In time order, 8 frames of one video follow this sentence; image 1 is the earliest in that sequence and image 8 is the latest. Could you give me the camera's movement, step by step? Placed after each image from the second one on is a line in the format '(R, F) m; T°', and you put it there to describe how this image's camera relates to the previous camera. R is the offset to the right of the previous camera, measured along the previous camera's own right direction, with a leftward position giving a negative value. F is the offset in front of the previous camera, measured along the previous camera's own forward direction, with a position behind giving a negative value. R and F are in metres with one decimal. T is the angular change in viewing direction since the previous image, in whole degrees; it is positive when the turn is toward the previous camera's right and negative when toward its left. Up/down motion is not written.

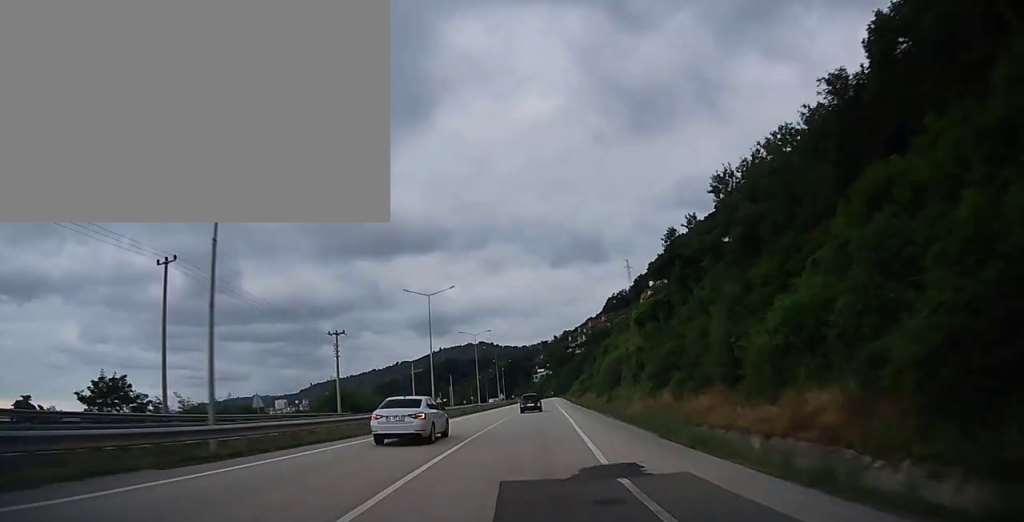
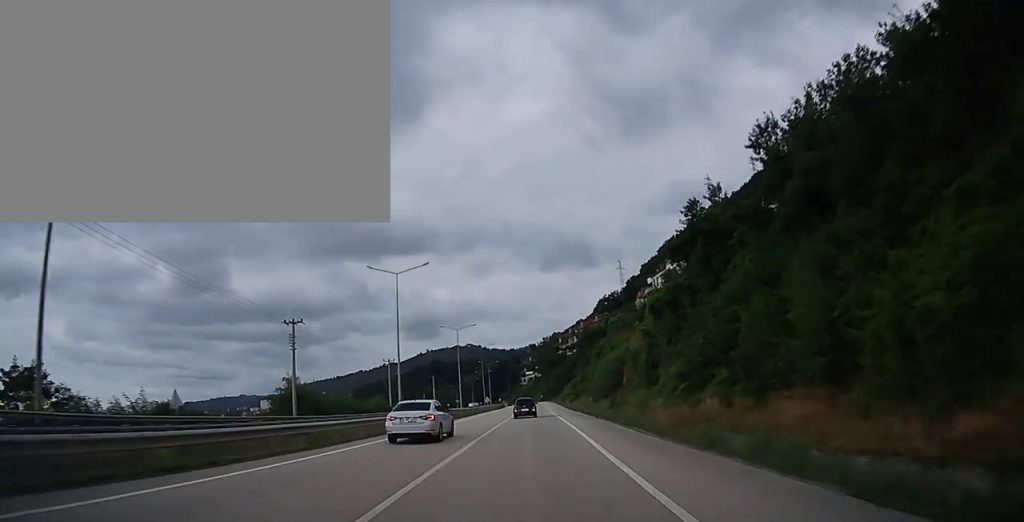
(+0.2, +10.3) m; +2°
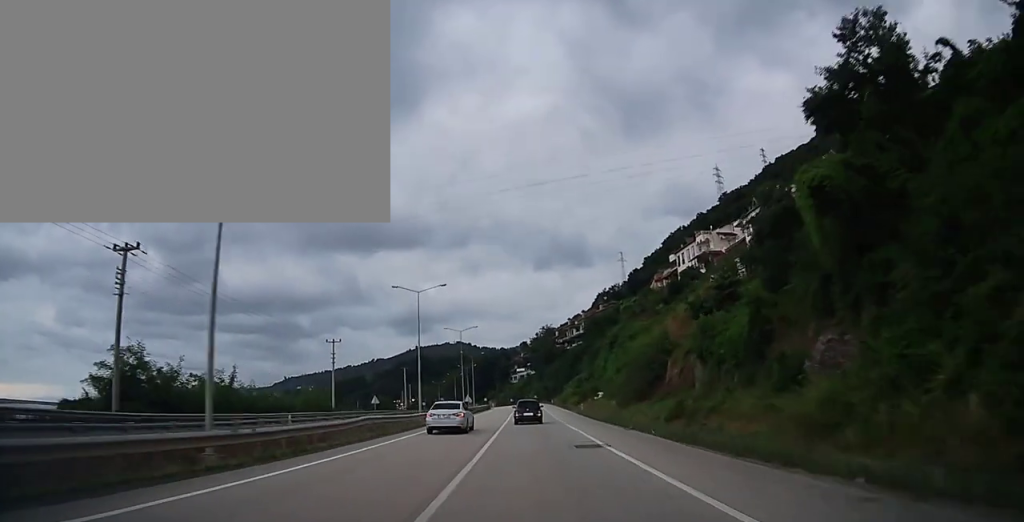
(+0.7, +26.4) m; +2°
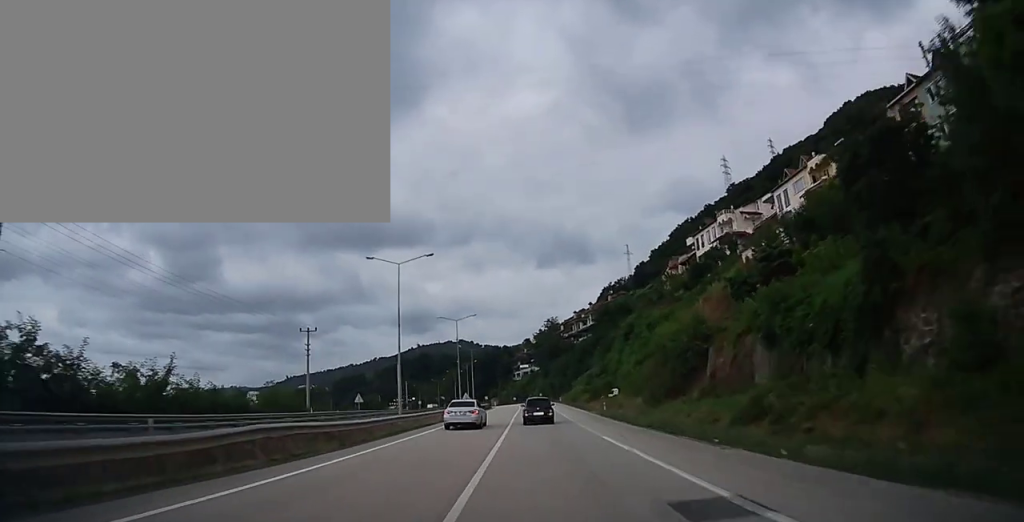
(+0.1, +10.2) m; 0°
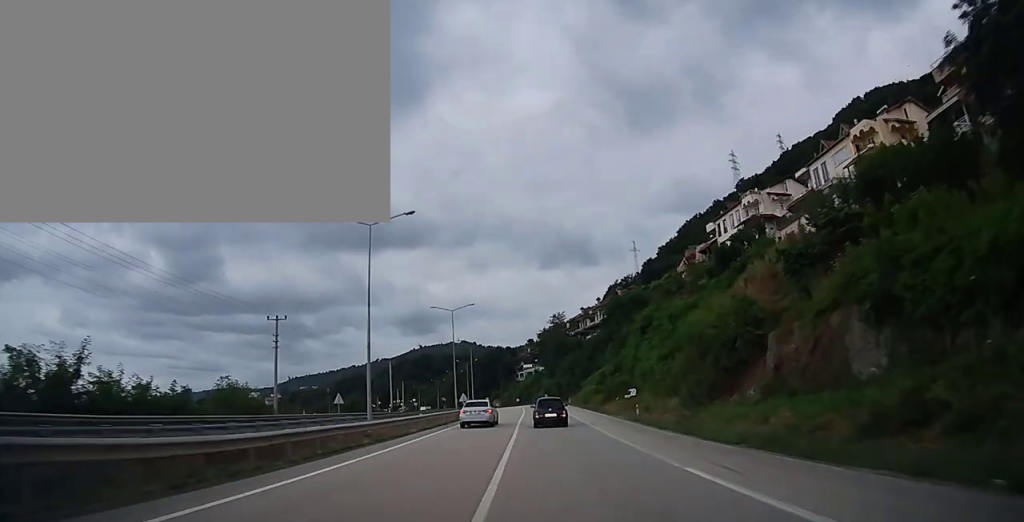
(0.0, +9.5) m; 0°
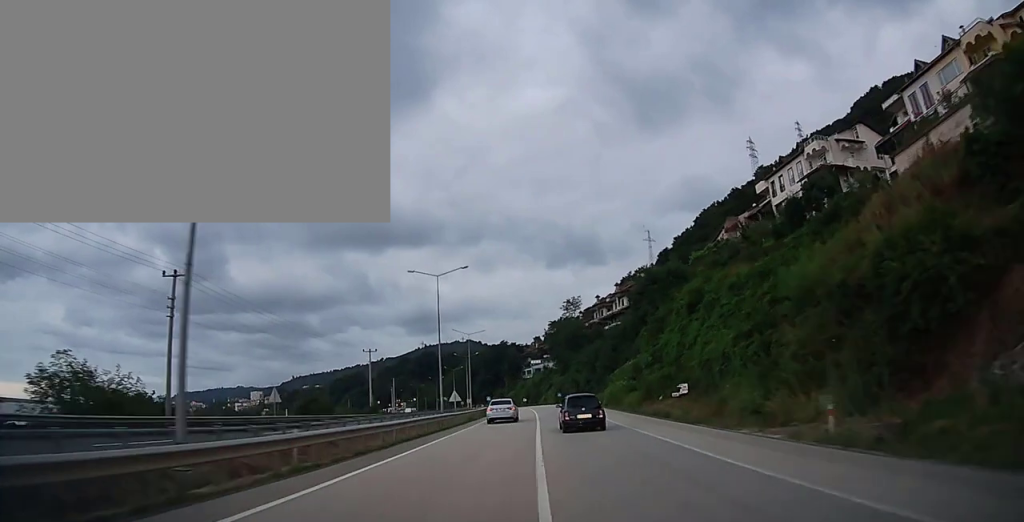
(0.0, +18.2) m; 0°
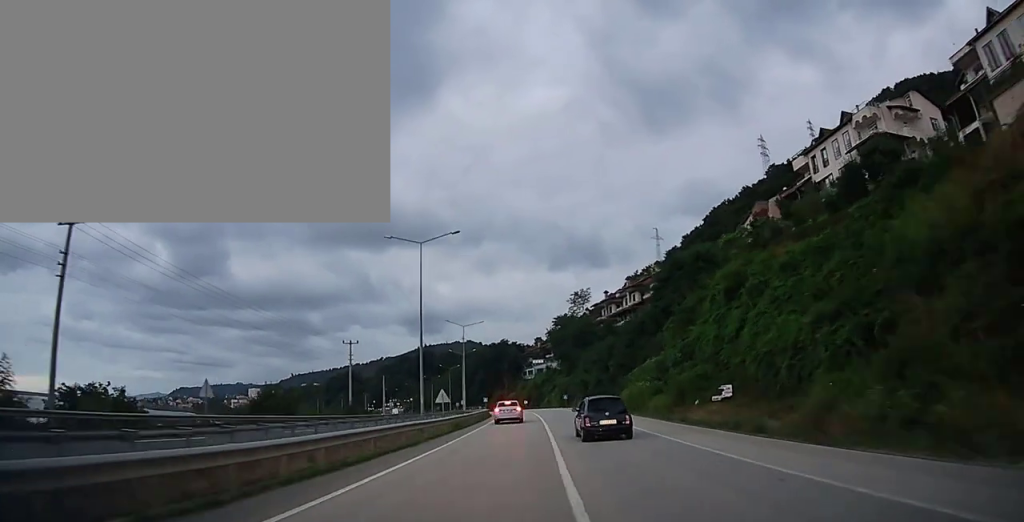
(0.0, +10.3) m; 0°
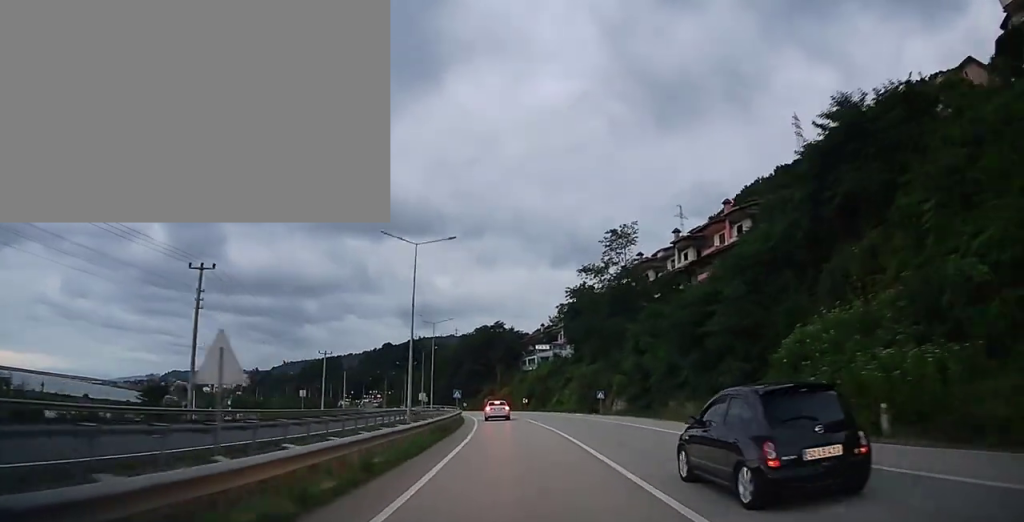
(-0.2, +35.2) m; -1°
